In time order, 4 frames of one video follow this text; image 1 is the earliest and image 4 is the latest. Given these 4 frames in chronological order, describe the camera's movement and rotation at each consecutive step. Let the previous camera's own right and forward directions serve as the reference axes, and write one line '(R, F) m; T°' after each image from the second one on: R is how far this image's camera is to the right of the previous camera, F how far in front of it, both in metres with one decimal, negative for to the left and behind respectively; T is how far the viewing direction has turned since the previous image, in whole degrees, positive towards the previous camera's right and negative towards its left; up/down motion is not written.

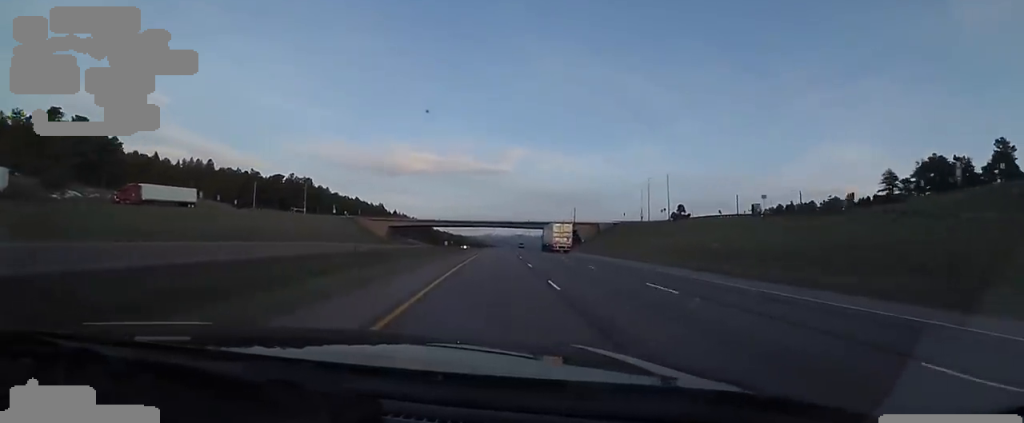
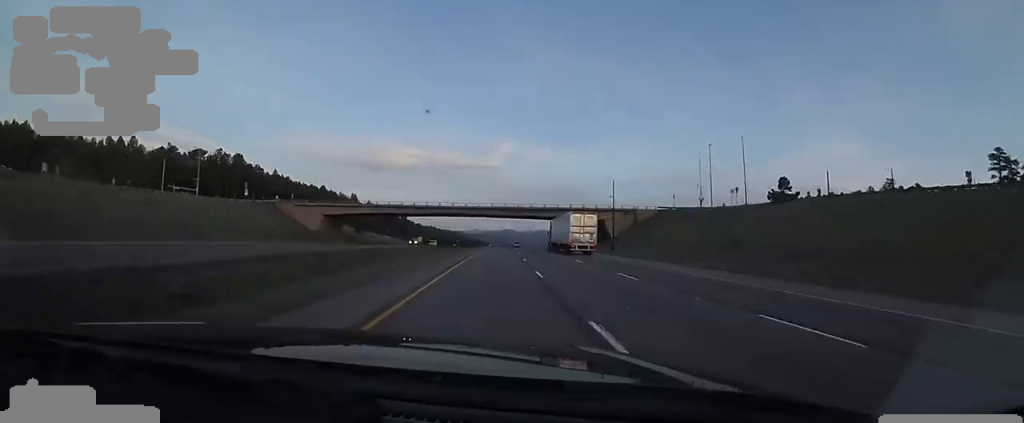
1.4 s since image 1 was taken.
(-0.7, +42.5) m; -1°
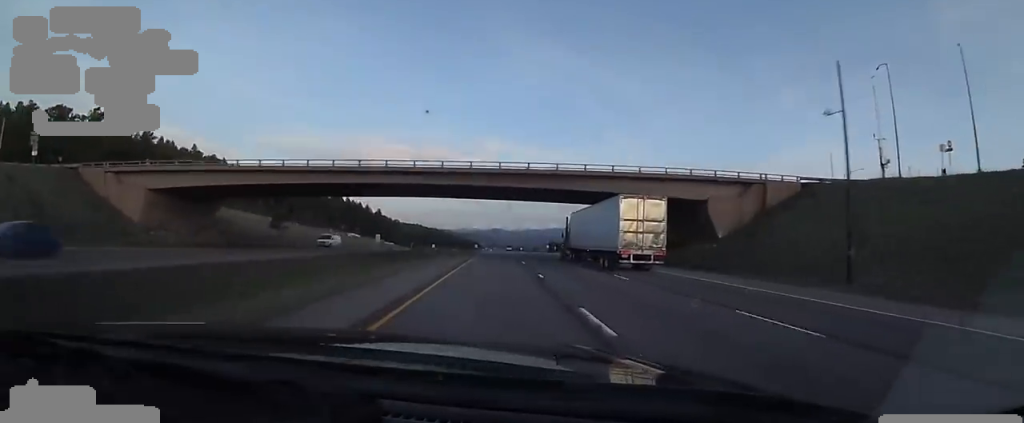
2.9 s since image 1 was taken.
(+0.9, +46.4) m; +2°
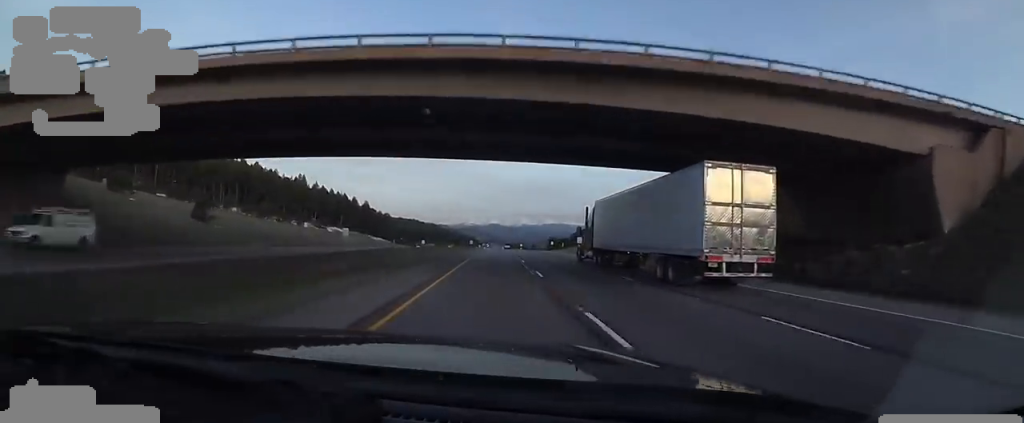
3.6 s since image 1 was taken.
(-0.1, +25.6) m; +1°
